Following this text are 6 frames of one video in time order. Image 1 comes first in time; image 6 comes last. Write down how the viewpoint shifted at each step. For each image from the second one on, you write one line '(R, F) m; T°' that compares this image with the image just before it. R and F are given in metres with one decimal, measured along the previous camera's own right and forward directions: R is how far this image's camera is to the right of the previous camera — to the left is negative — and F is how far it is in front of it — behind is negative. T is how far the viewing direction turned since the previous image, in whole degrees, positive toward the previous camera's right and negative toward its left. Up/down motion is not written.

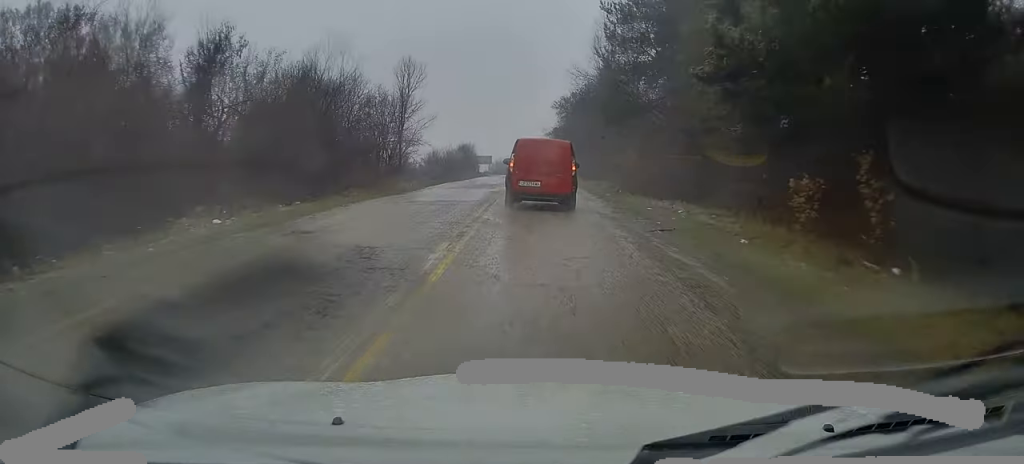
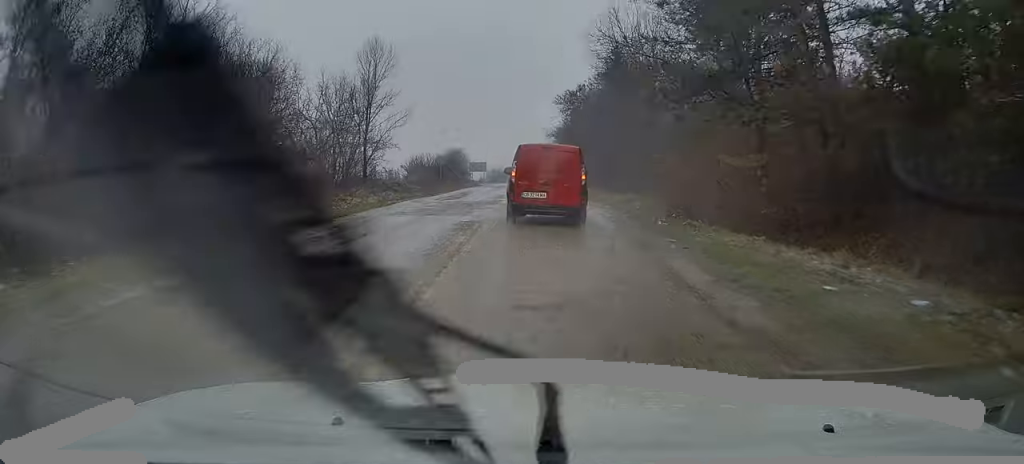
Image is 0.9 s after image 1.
(-0.1, +11.8) m; 0°
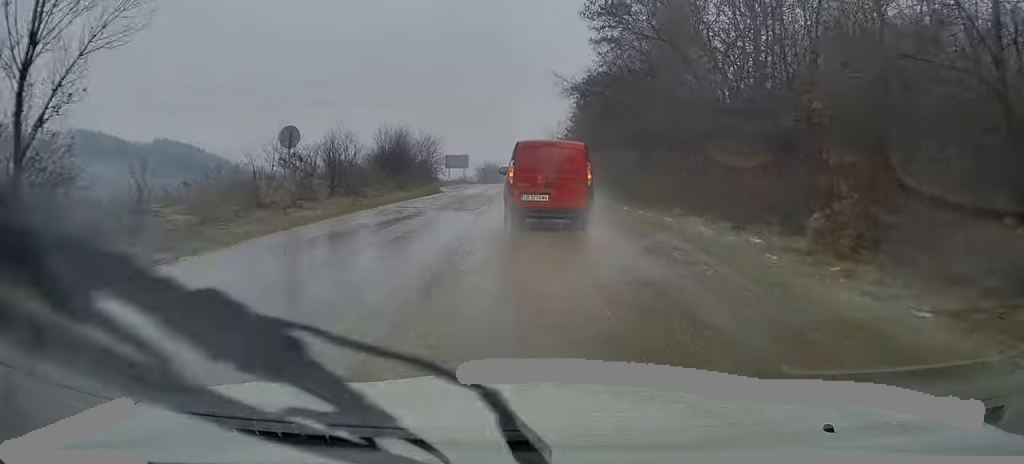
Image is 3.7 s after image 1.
(+0.3, +32.1) m; 0°
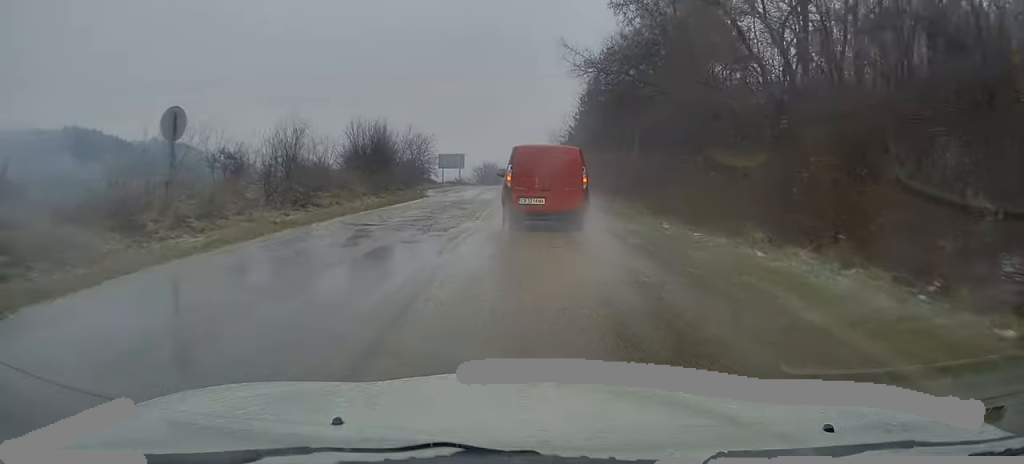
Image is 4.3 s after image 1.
(-0.1, +6.7) m; -1°
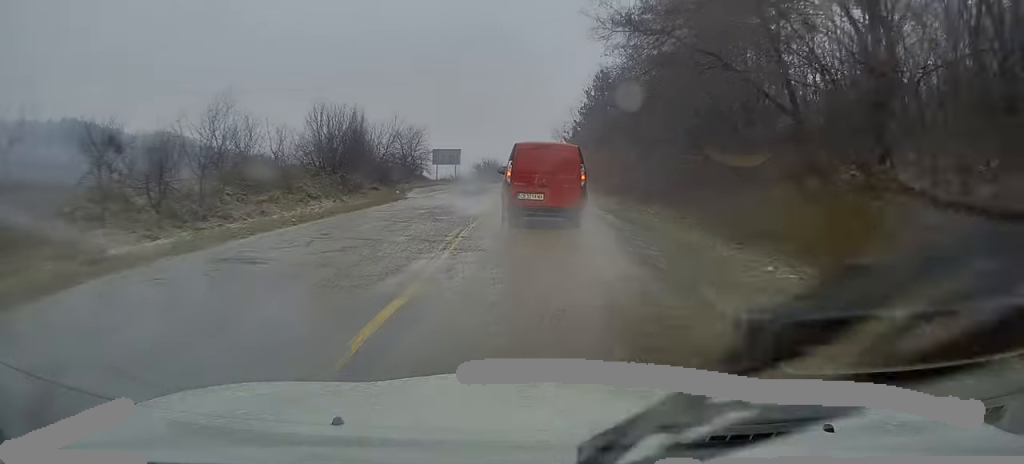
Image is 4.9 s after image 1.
(0.0, +6.5) m; -1°
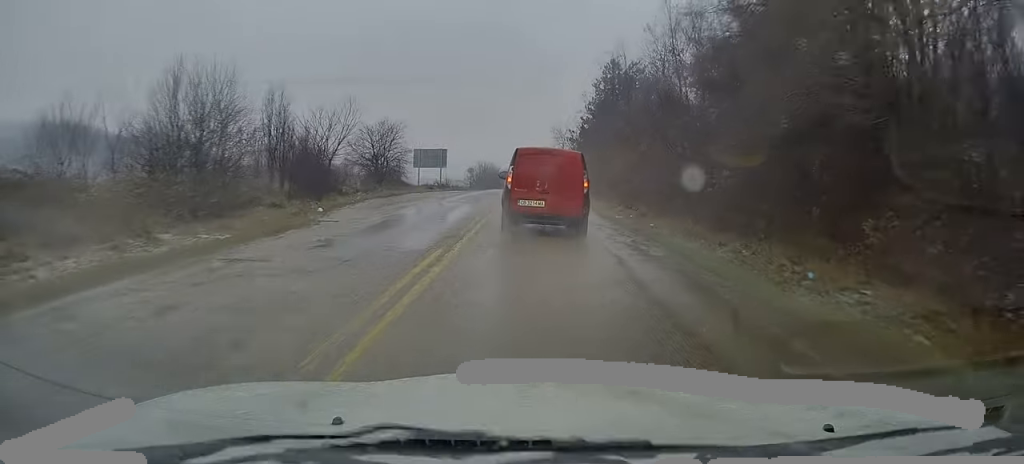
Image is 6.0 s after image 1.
(-0.1, +12.2) m; 0°
